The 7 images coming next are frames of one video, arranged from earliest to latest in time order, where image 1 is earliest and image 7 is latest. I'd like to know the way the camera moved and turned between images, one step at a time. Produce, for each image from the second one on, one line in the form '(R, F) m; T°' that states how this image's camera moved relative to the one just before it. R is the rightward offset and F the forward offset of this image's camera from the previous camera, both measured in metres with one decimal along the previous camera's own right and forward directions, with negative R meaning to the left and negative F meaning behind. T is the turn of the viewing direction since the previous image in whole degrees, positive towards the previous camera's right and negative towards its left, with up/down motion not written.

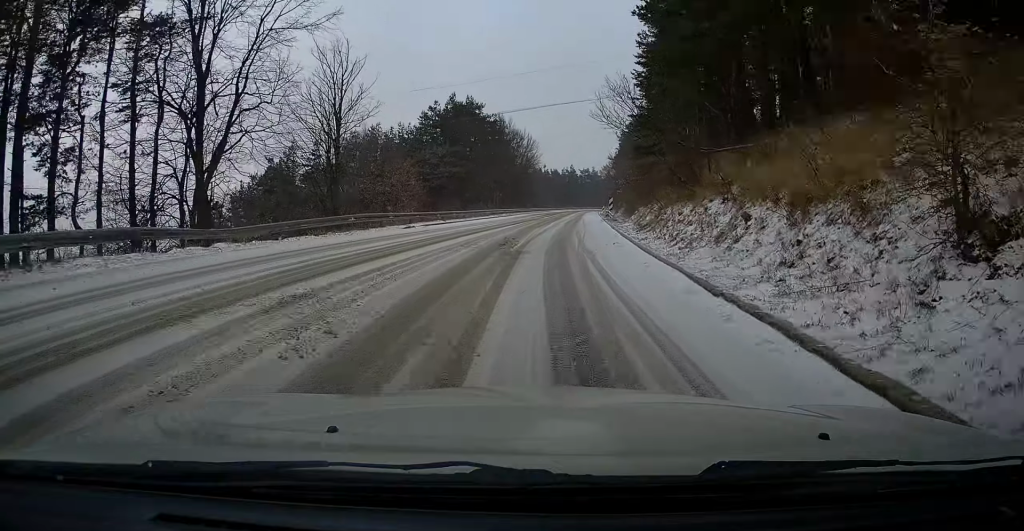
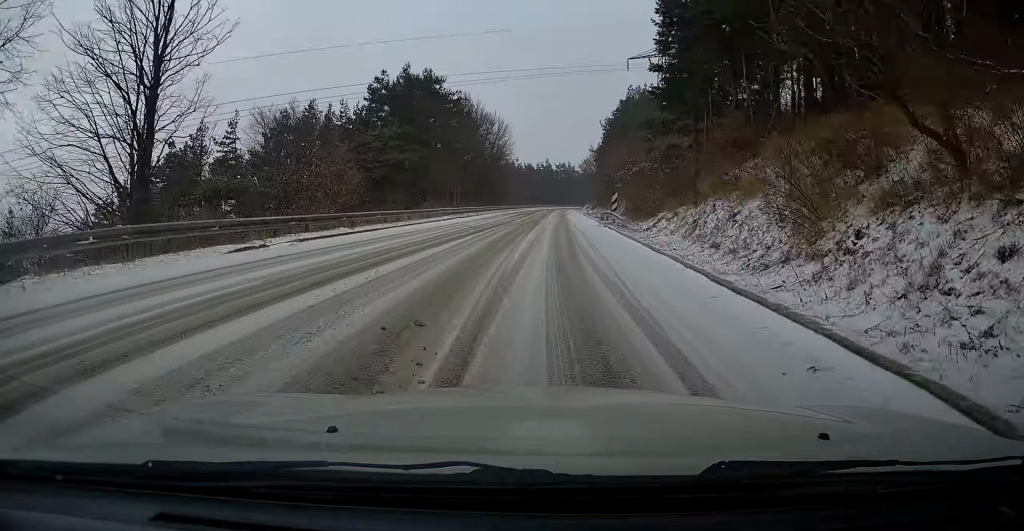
(+0.5, +13.2) m; +2°
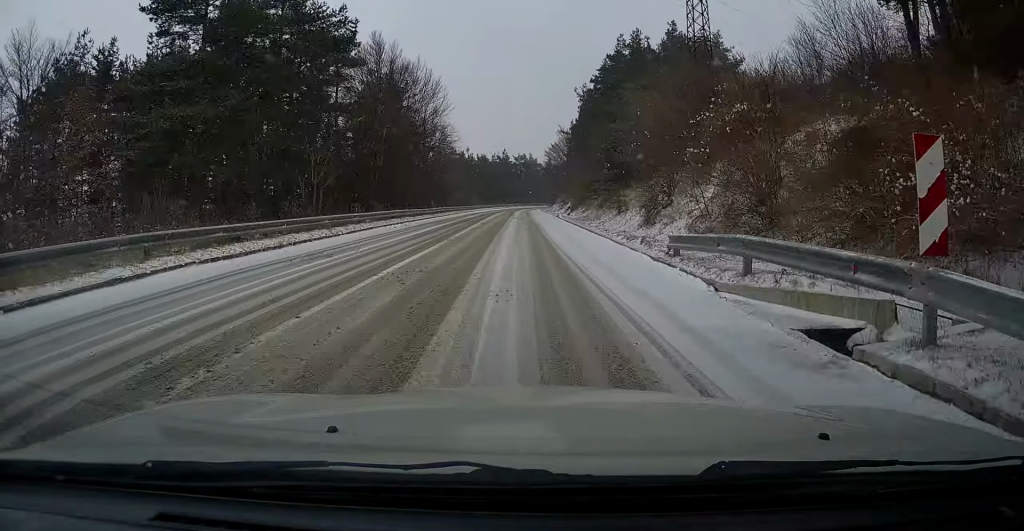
(+1.2, +26.2) m; +3°
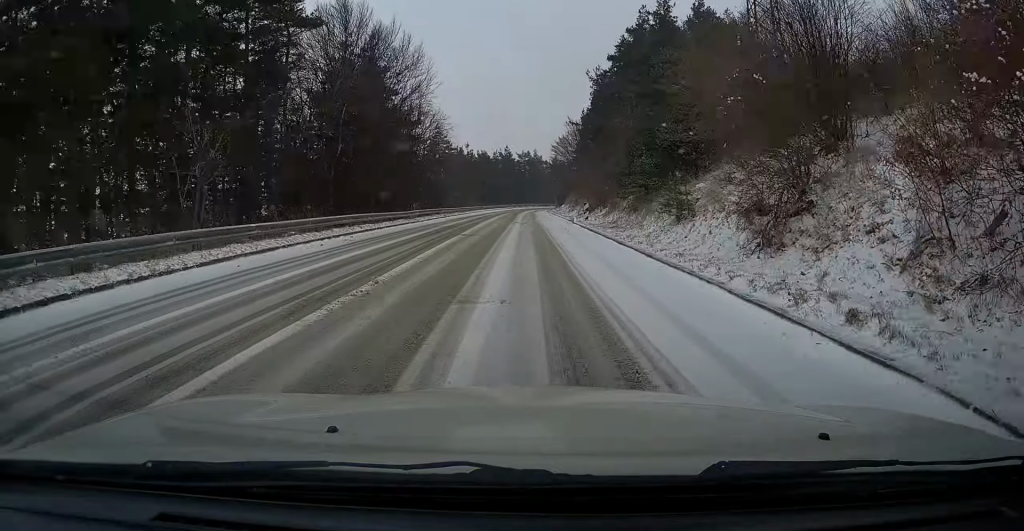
(-0.3, +10.0) m; 0°
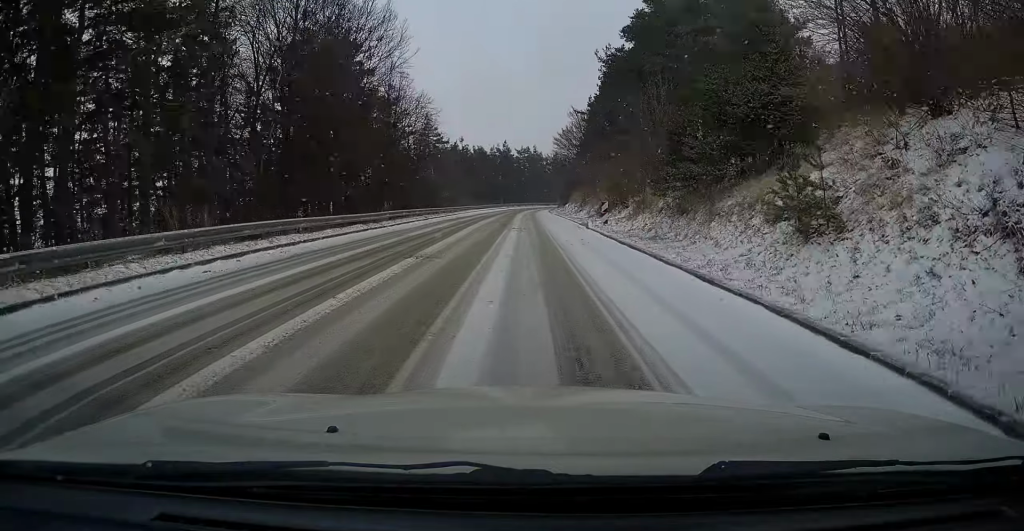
(0.0, +8.3) m; 0°
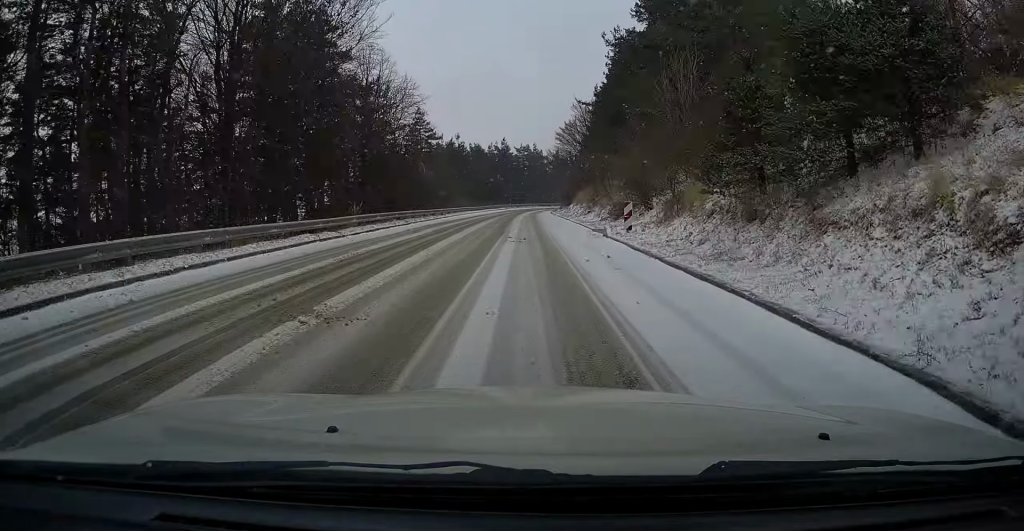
(+0.2, +6.1) m; 0°
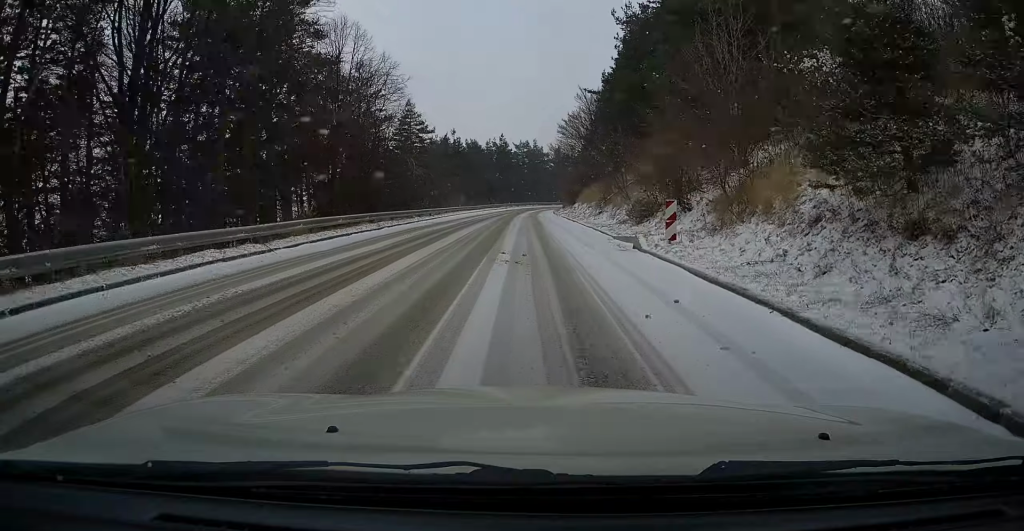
(0.0, +6.0) m; 0°
